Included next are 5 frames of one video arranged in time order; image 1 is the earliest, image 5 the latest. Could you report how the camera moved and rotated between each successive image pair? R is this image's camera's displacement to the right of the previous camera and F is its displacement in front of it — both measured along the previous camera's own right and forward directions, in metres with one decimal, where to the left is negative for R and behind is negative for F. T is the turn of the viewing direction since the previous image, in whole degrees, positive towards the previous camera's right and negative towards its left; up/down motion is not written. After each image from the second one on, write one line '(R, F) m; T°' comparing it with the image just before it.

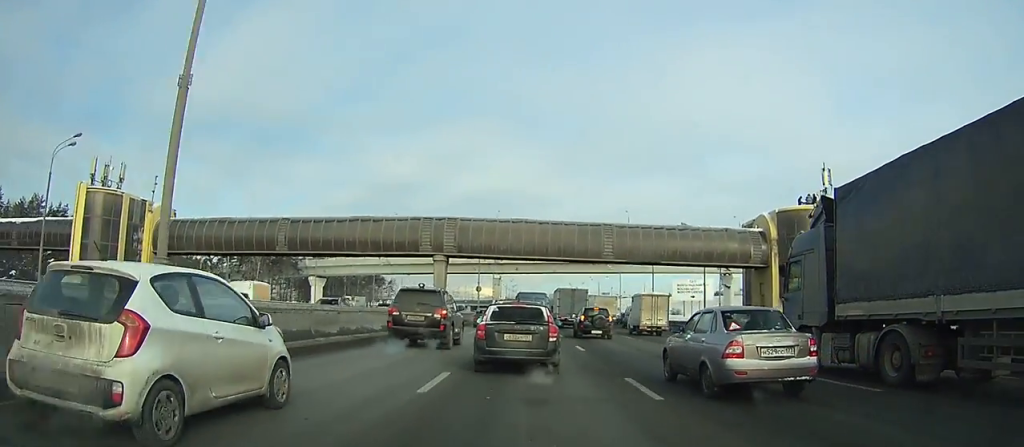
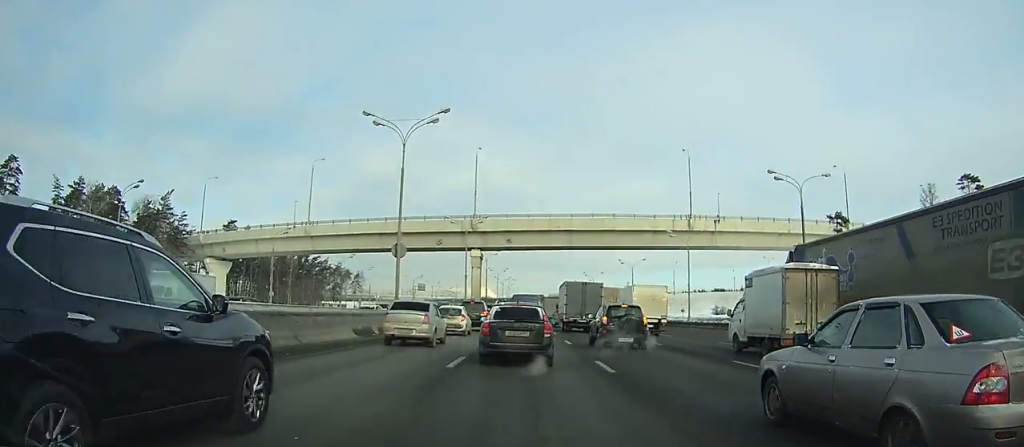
(+0.5, +54.6) m; +1°
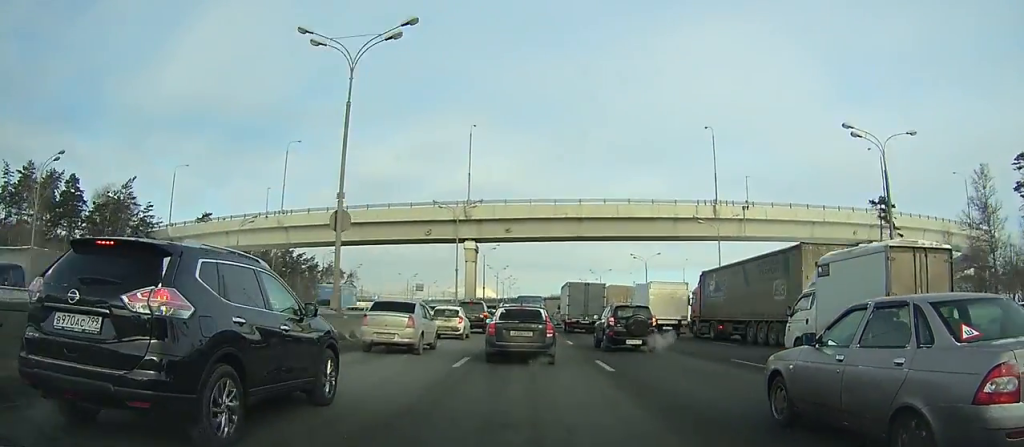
(0.0, +11.8) m; 0°
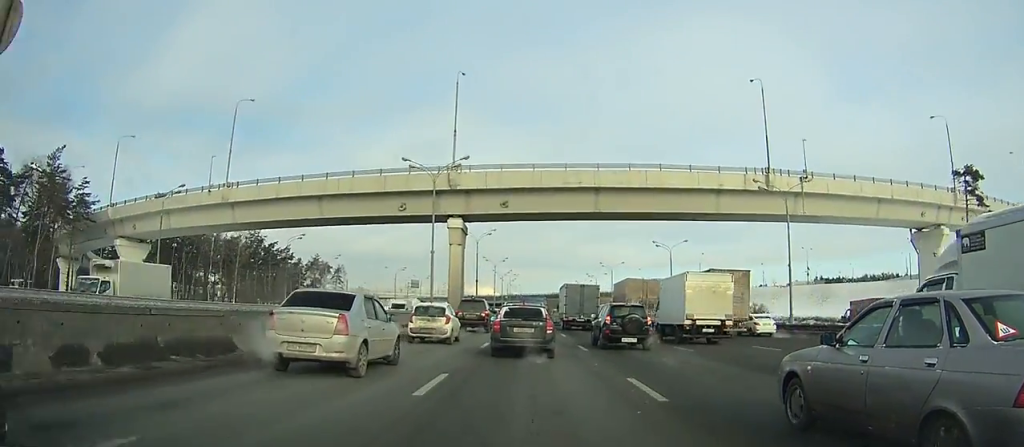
(-0.1, +17.6) m; -1°
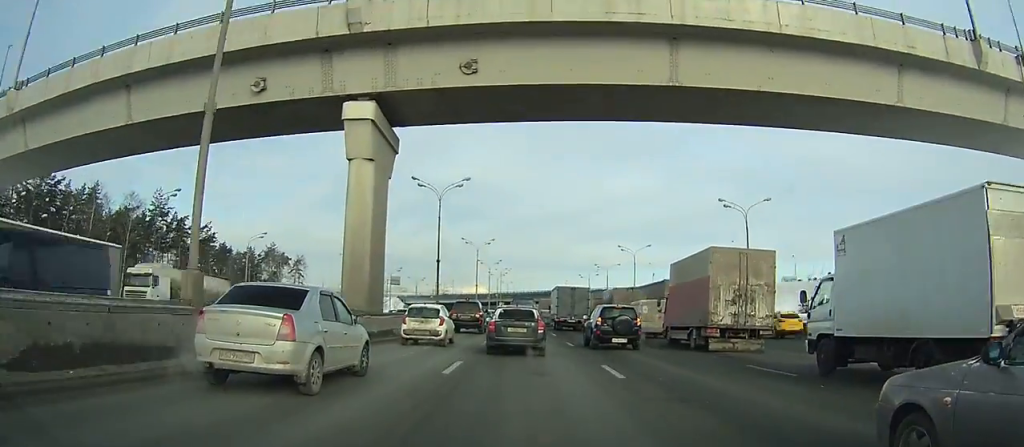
(-0.1, +31.2) m; 0°
